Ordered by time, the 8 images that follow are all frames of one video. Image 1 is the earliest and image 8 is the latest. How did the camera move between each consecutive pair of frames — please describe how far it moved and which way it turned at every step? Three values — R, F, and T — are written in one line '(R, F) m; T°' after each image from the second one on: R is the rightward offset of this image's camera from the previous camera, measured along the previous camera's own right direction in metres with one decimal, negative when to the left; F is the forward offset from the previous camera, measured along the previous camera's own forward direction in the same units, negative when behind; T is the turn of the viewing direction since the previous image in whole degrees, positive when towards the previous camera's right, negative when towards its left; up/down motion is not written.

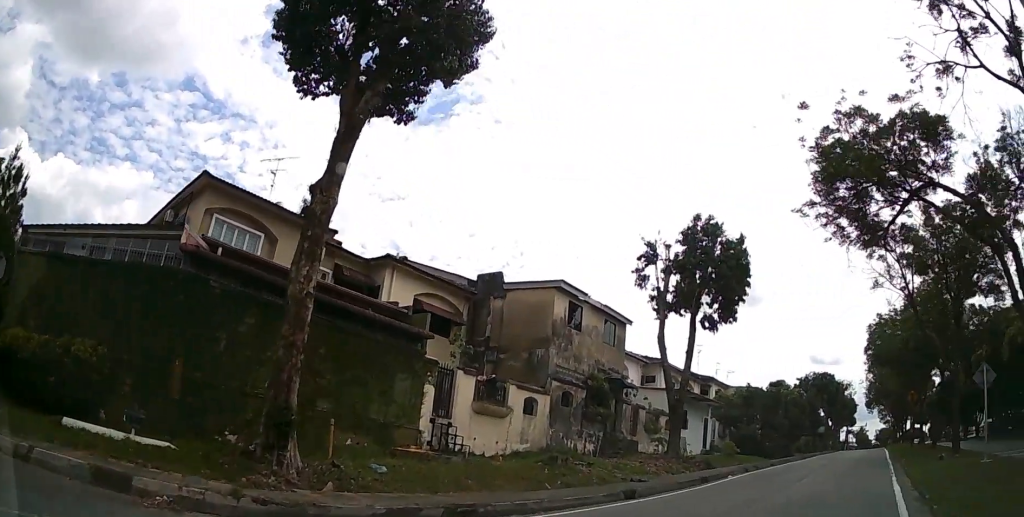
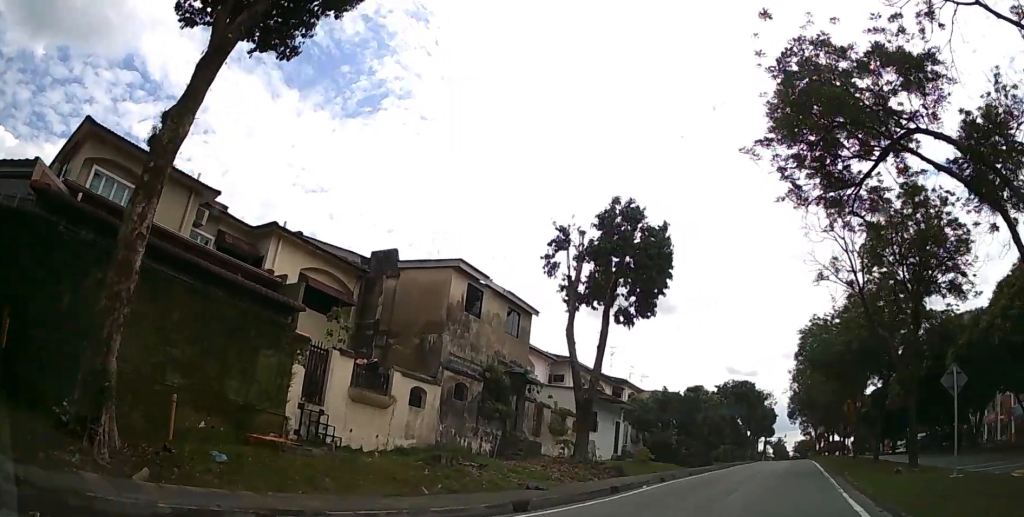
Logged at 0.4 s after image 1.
(+0.4, +2.7) m; +8°
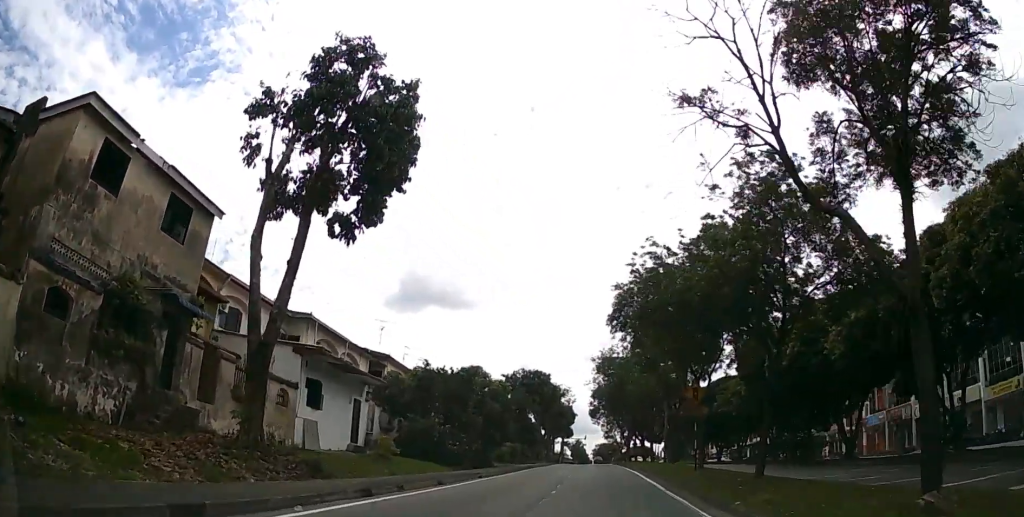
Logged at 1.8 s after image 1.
(+2.5, +9.8) m; +20°
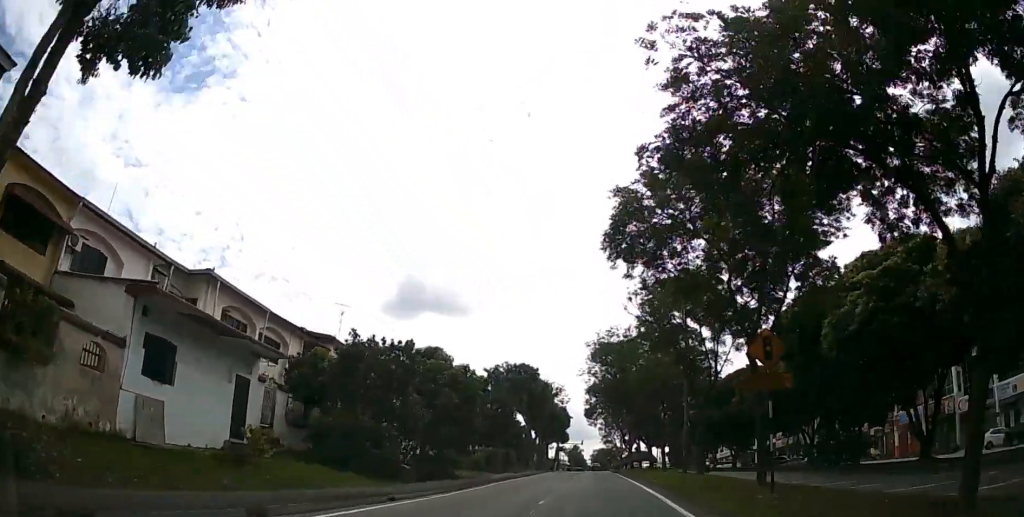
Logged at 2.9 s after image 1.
(+0.3, +9.4) m; +2°
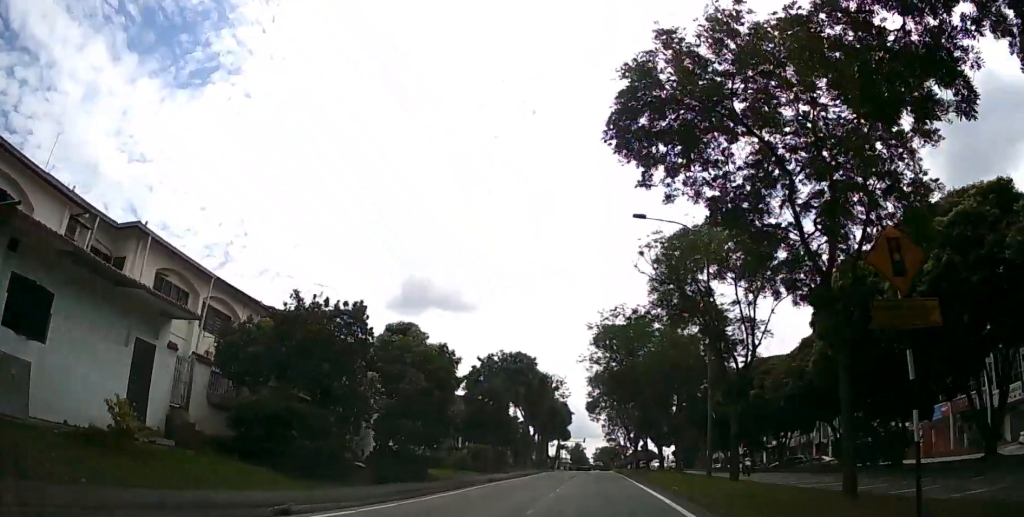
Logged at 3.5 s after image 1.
(0.0, +5.5) m; 0°
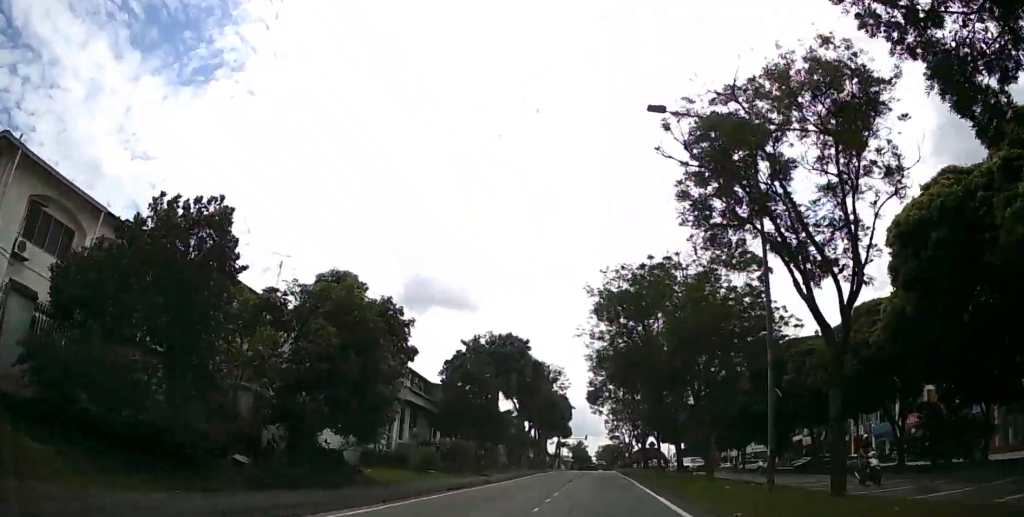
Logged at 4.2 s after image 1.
(0.0, +7.3) m; 0°
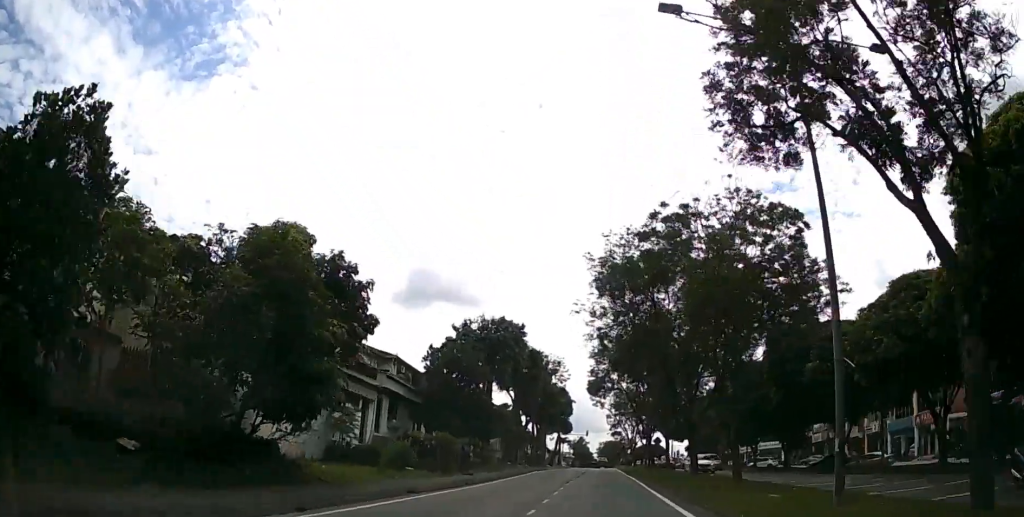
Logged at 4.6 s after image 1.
(0.0, +4.0) m; 0°
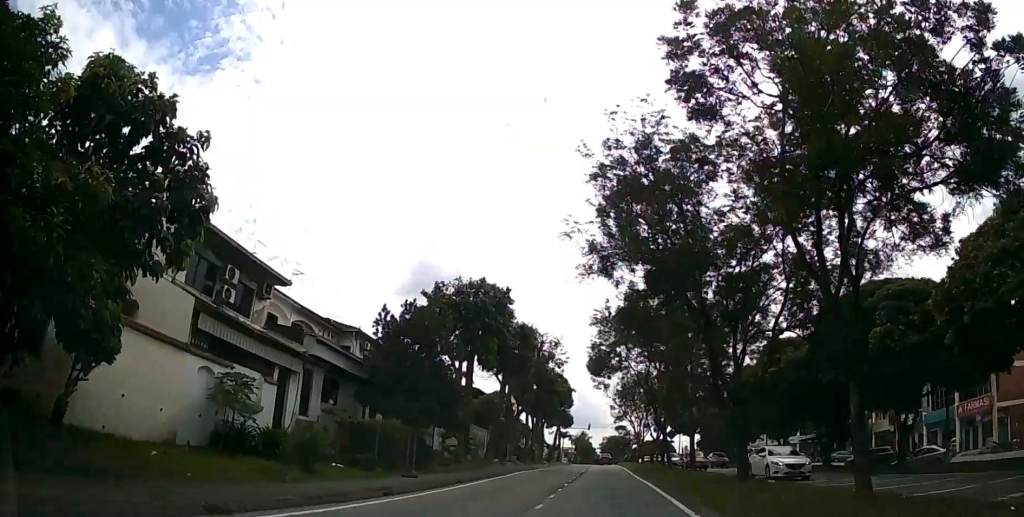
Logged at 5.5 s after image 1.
(0.0, +8.4) m; 0°
